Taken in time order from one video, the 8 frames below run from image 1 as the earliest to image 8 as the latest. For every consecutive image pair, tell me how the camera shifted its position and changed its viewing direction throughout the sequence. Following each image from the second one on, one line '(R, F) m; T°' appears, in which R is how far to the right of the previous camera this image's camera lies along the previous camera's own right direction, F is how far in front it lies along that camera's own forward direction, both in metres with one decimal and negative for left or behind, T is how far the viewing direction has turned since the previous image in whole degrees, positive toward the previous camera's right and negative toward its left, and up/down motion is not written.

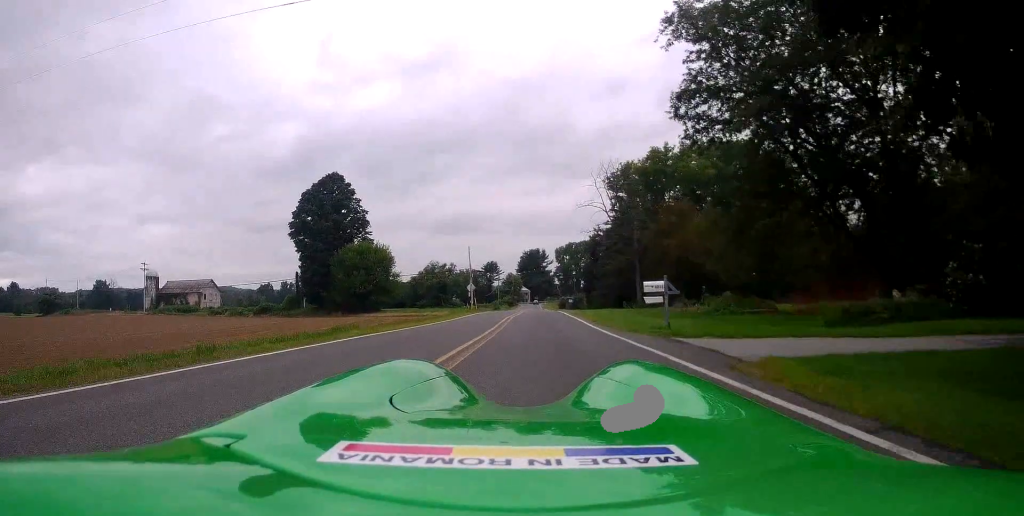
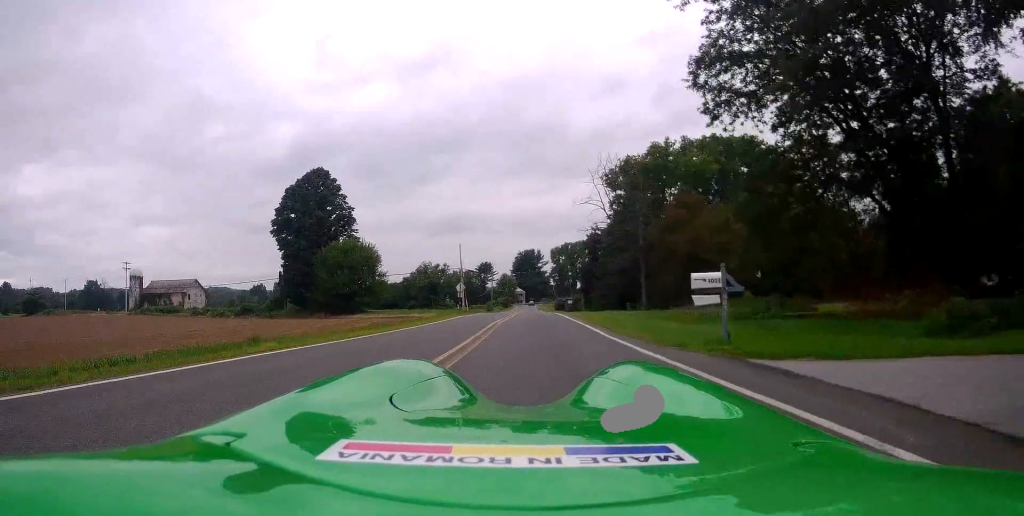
(-0.2, +5.1) m; -2°
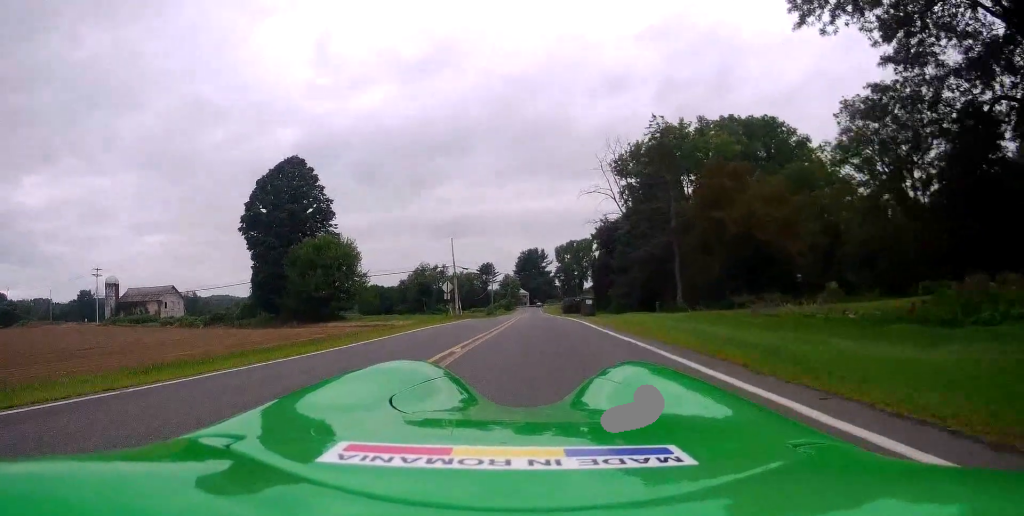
(-0.3, +12.1) m; +1°
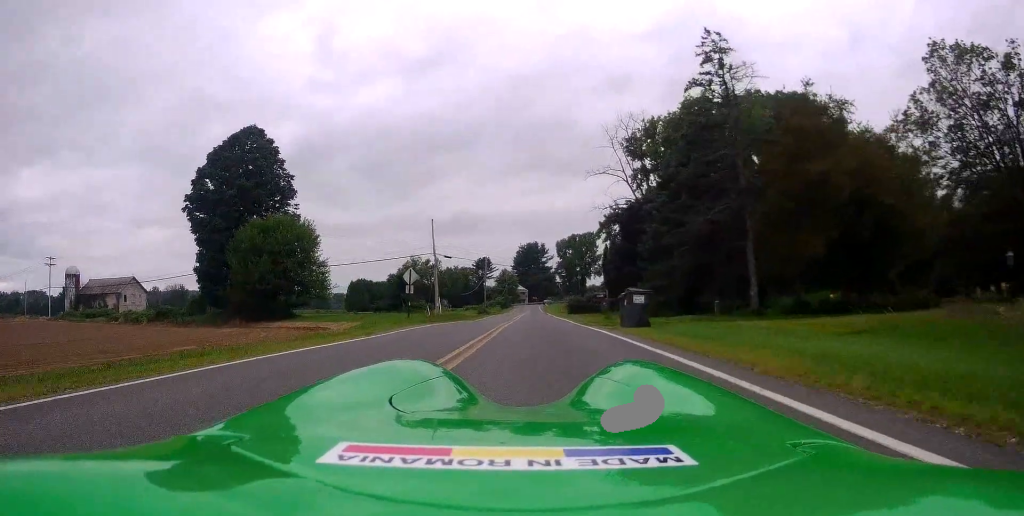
(+0.9, +14.4) m; +2°
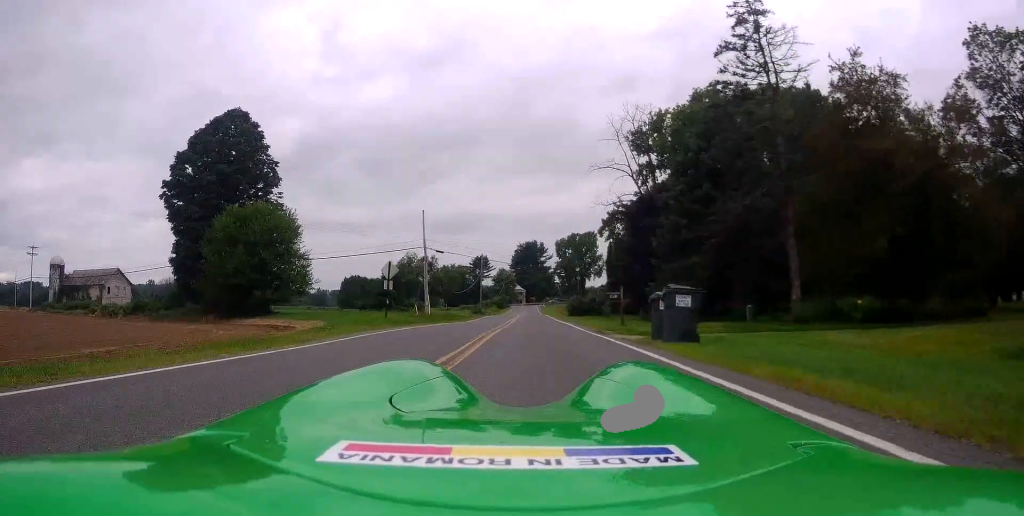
(0.0, +4.9) m; -1°
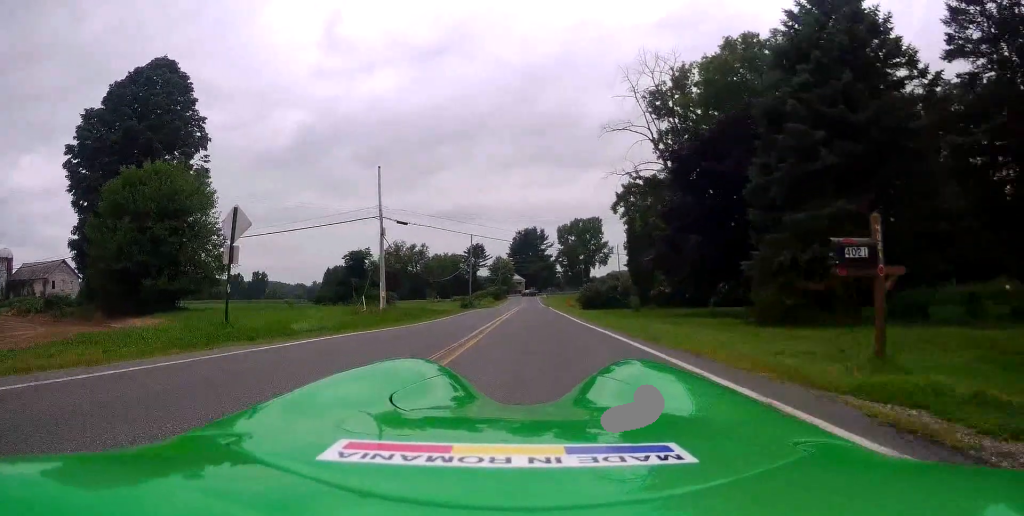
(-0.3, +16.5) m; -1°
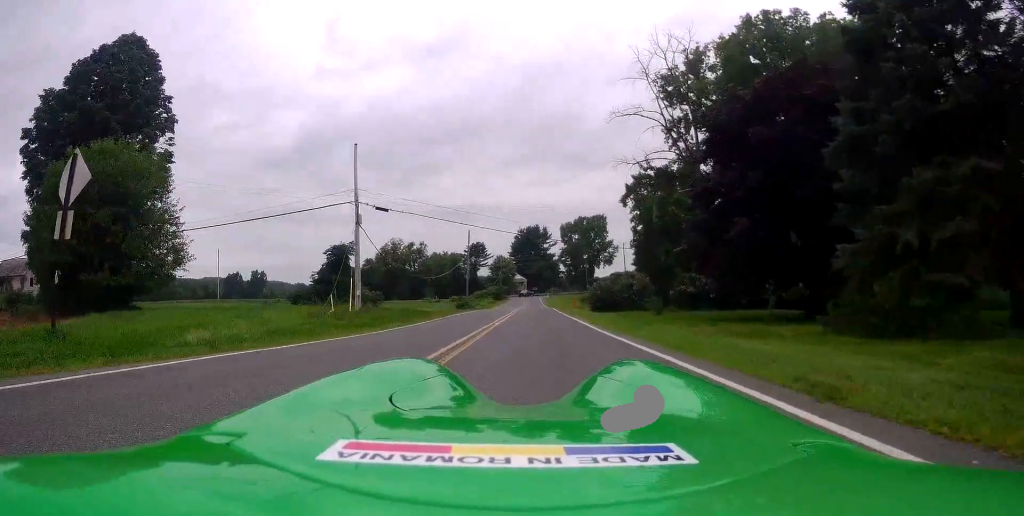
(-0.3, +6.4) m; -1°
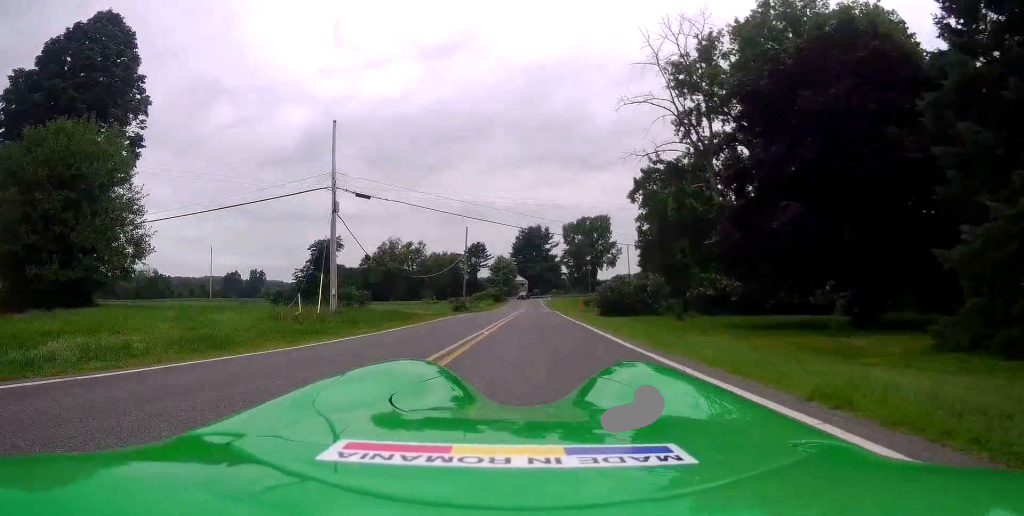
(0.0, +4.5) m; 0°
